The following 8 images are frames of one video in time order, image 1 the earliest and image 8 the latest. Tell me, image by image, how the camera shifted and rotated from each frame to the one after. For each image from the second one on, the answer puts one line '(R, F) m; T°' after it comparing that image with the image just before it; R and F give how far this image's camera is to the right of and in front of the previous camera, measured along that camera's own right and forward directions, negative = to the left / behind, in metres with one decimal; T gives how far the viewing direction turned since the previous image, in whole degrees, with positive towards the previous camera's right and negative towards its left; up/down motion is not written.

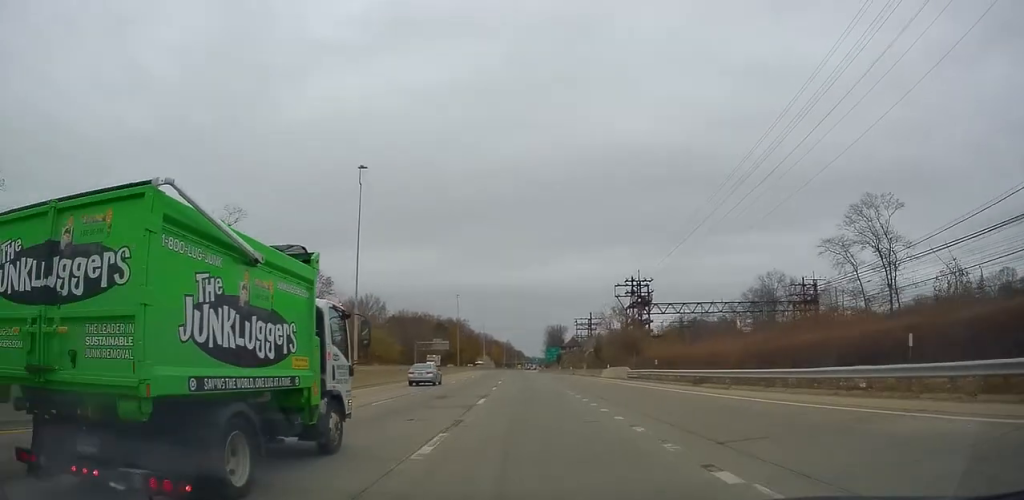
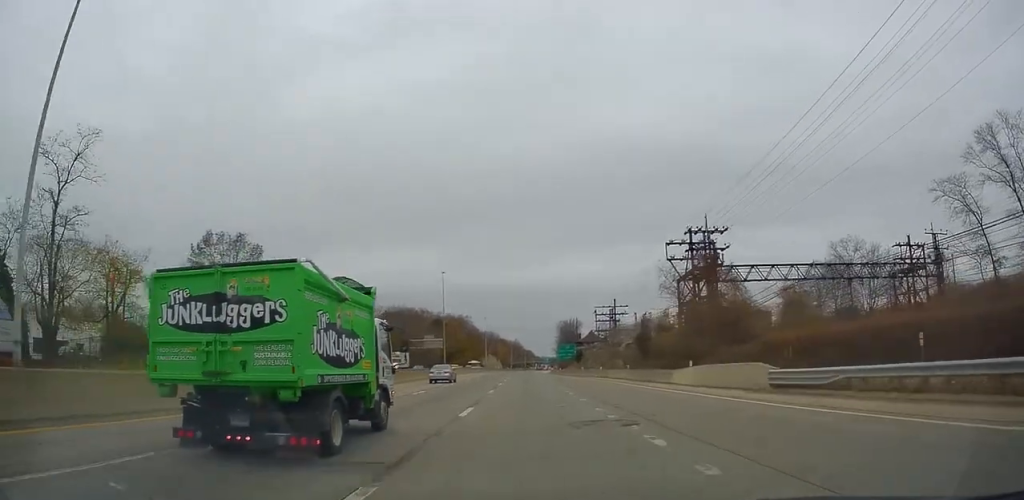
(-0.6, +28.4) m; -1°
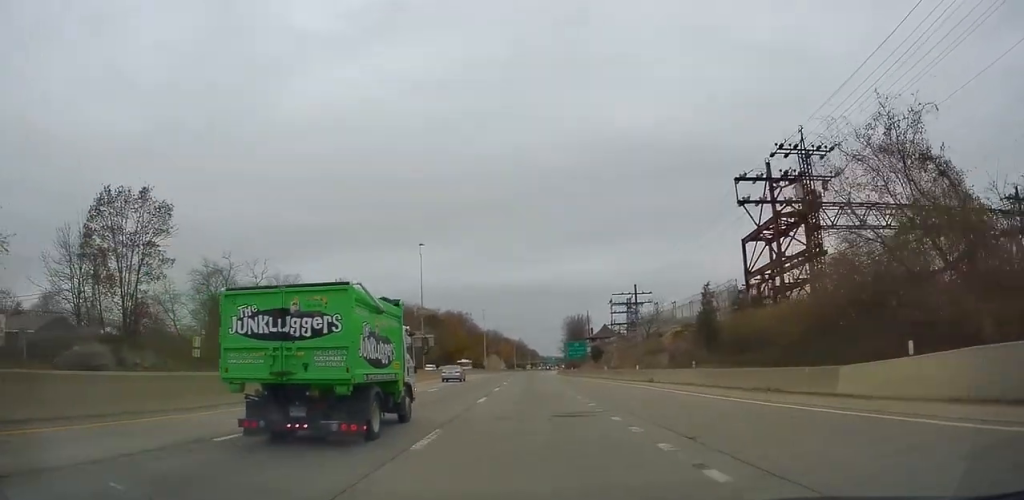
(0.0, +19.7) m; 0°
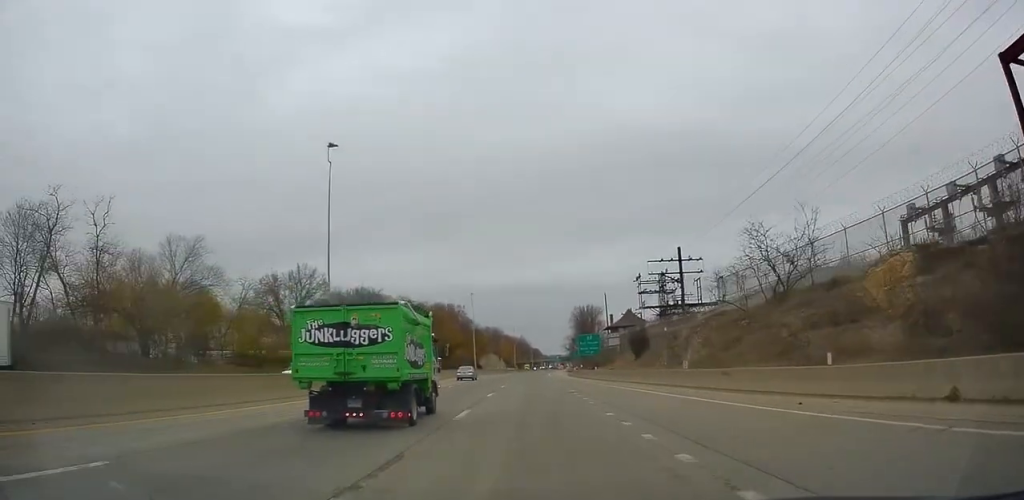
(+0.1, +30.0) m; -1°
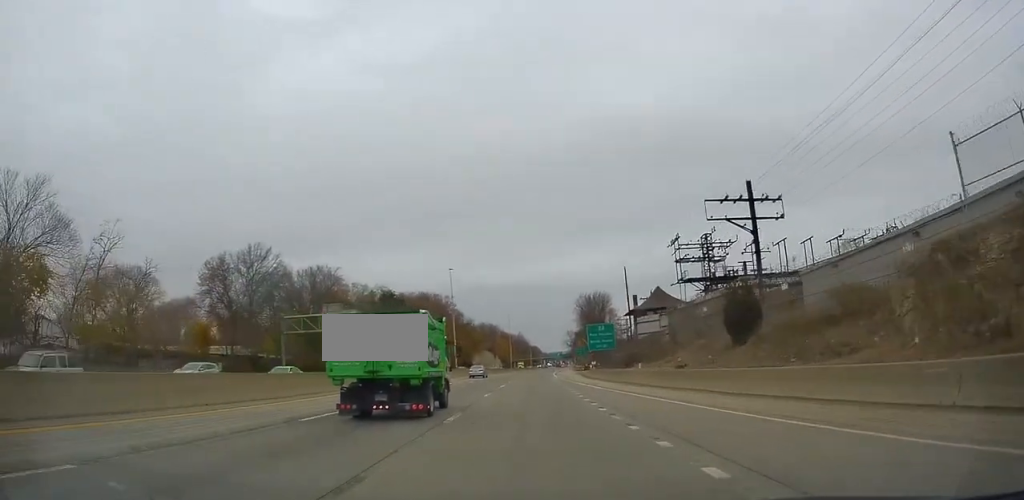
(-0.4, +25.2) m; -1°
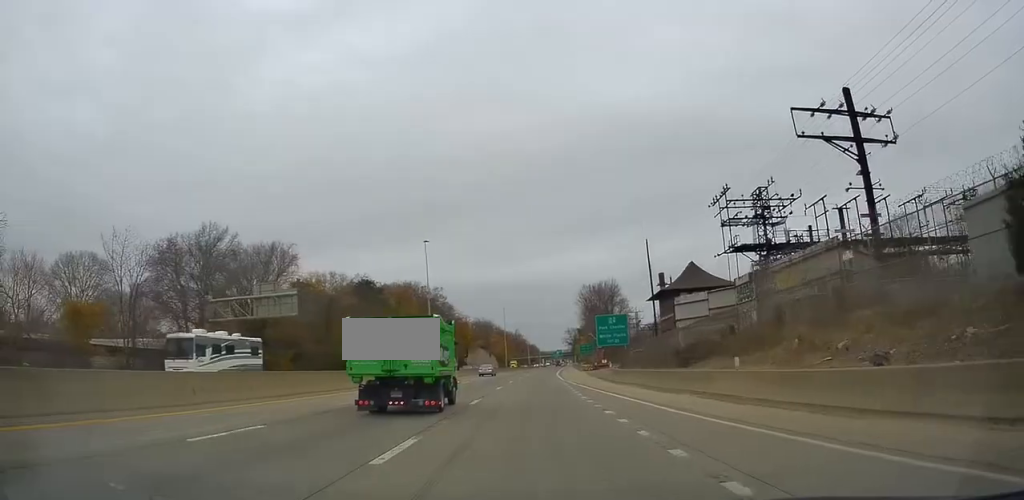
(-0.4, +17.7) m; 0°
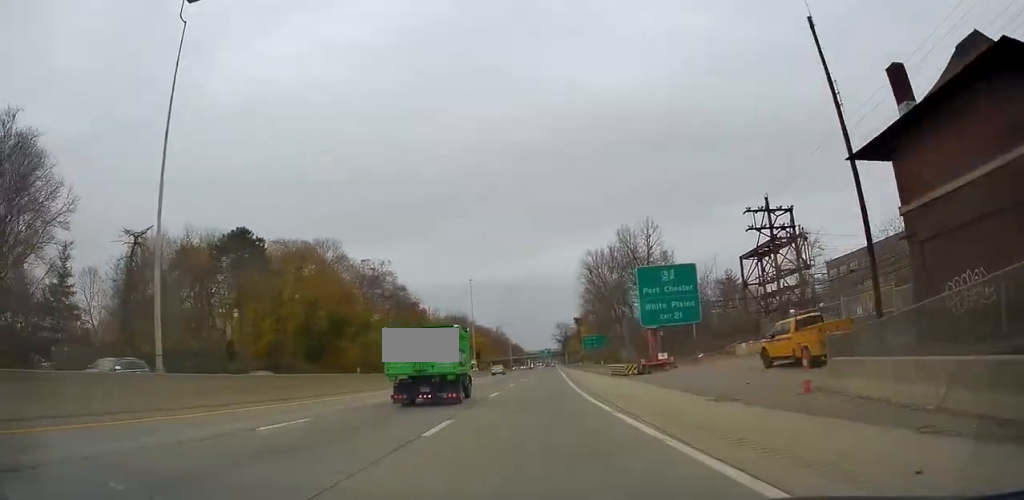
(+0.6, +46.3) m; 0°
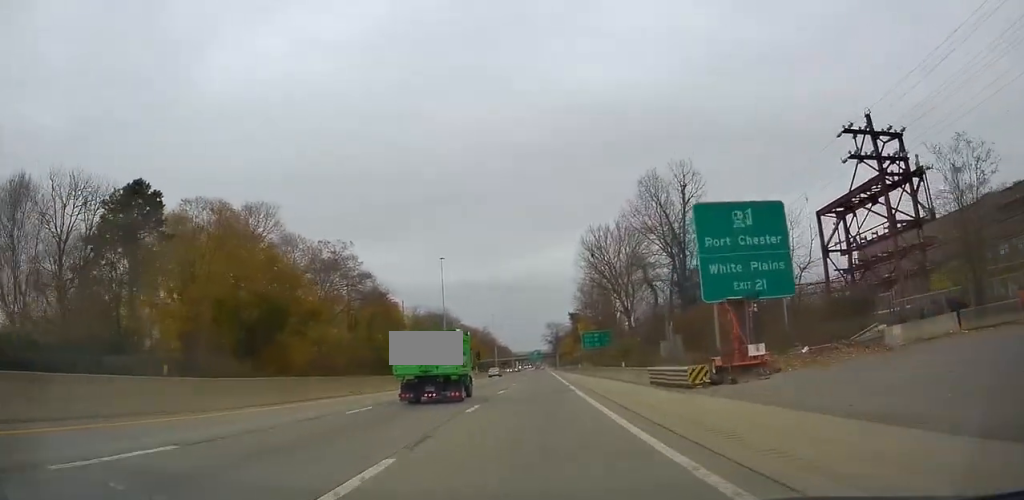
(0.0, +19.7) m; 0°
